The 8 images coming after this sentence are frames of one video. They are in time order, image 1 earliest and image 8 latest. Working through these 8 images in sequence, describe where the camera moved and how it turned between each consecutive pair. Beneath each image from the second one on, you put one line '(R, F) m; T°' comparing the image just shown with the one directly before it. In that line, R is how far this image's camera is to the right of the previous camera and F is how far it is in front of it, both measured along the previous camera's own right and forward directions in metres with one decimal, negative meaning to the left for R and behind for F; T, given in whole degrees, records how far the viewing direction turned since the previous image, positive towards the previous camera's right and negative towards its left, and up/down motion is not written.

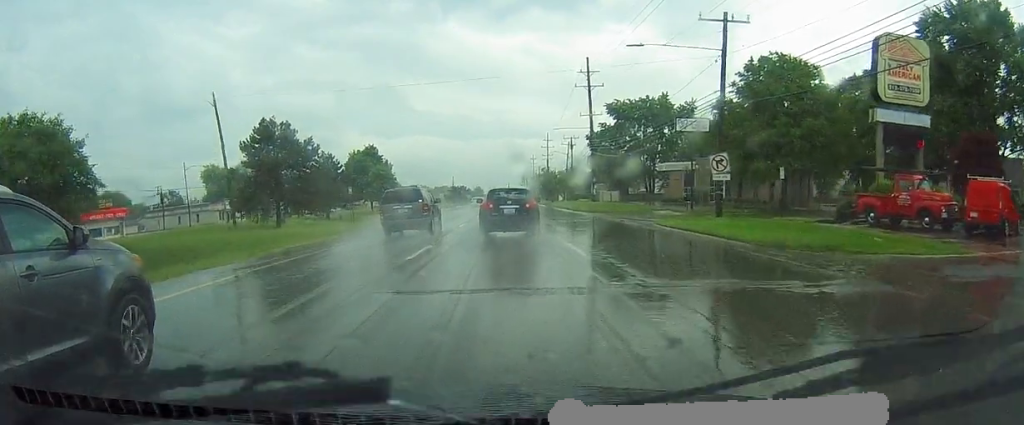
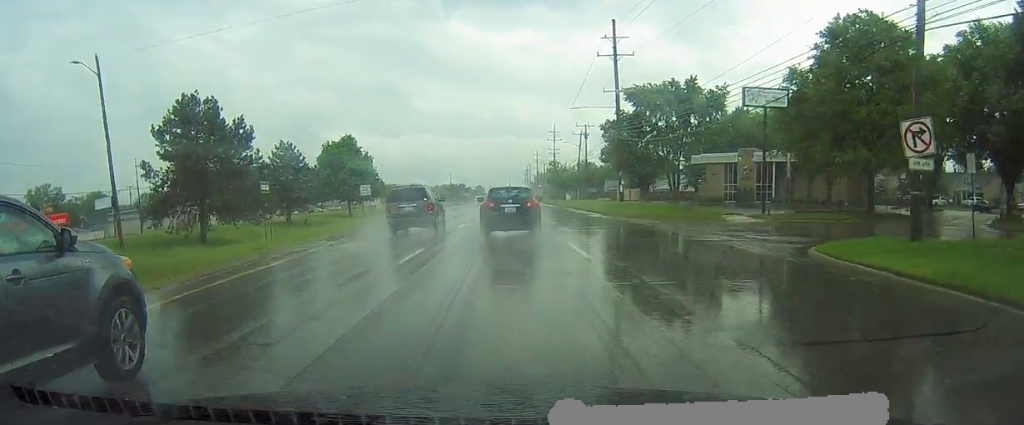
(-0.4, +16.8) m; 0°
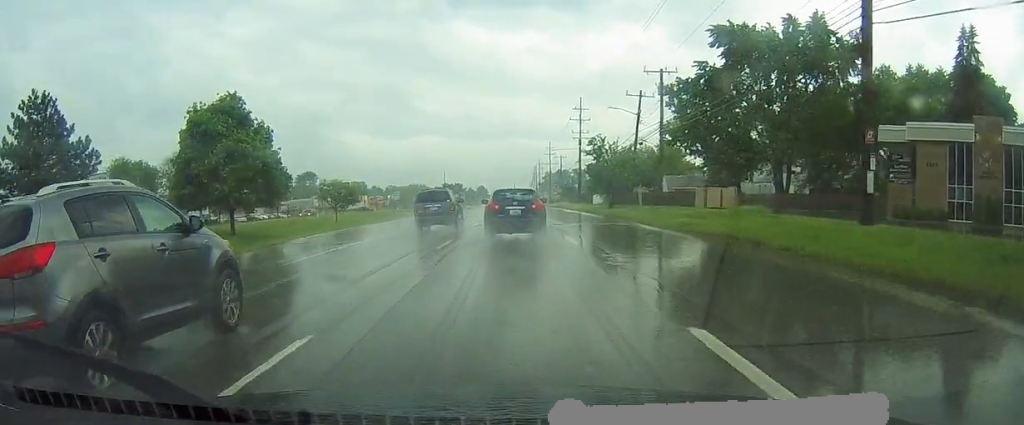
(+0.2, +41.7) m; 0°
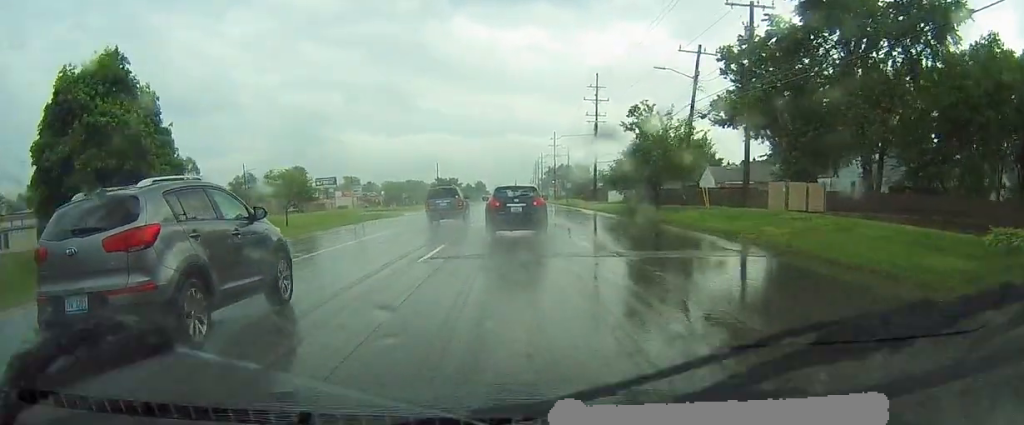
(+0.1, +18.1) m; 0°
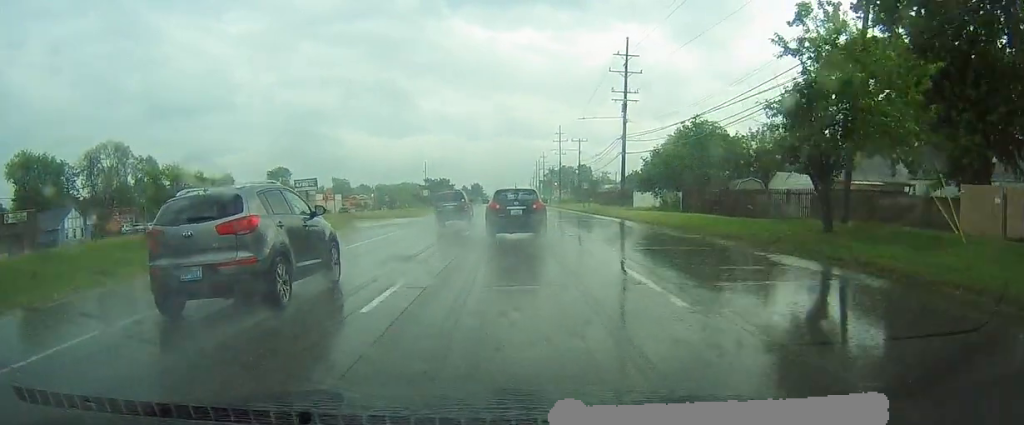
(0.0, +21.7) m; 0°
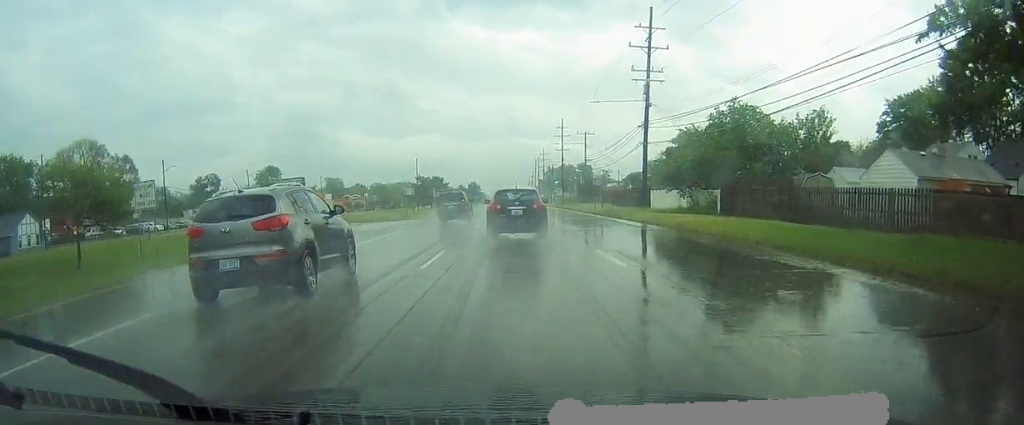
(+0.1, +10.8) m; 0°
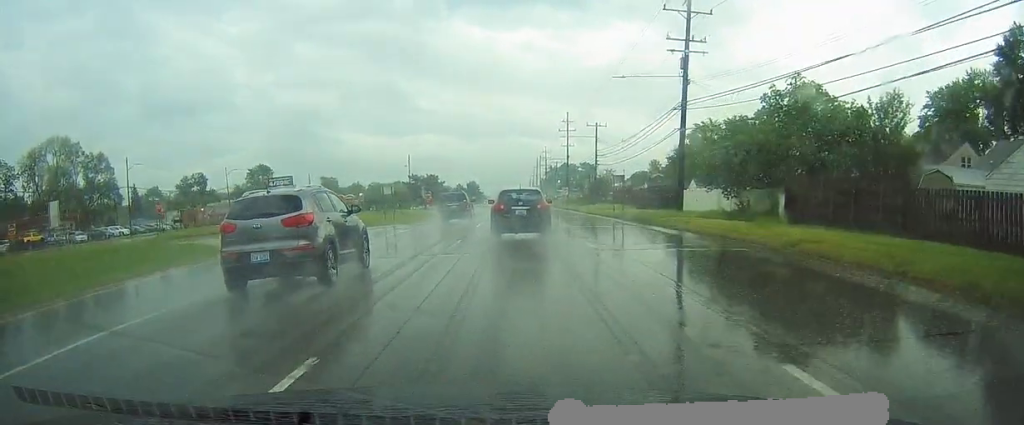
(-0.2, +11.2) m; 0°
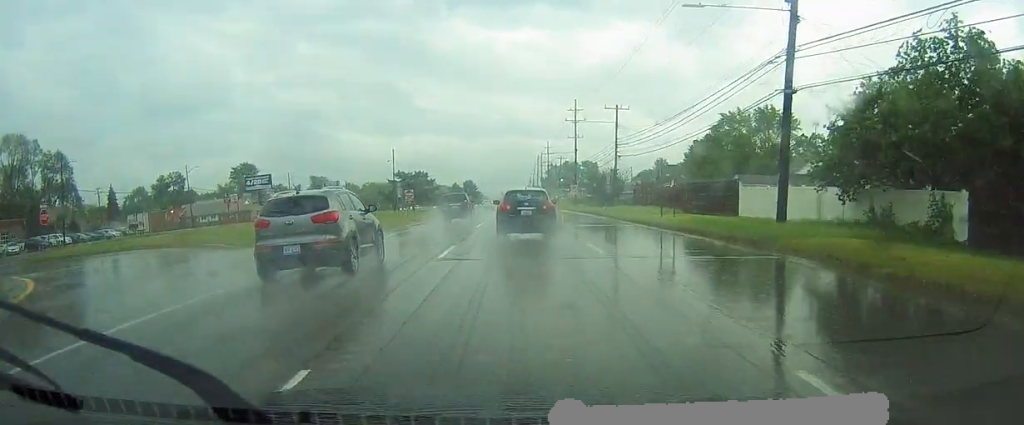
(+0.2, +16.2) m; 0°
